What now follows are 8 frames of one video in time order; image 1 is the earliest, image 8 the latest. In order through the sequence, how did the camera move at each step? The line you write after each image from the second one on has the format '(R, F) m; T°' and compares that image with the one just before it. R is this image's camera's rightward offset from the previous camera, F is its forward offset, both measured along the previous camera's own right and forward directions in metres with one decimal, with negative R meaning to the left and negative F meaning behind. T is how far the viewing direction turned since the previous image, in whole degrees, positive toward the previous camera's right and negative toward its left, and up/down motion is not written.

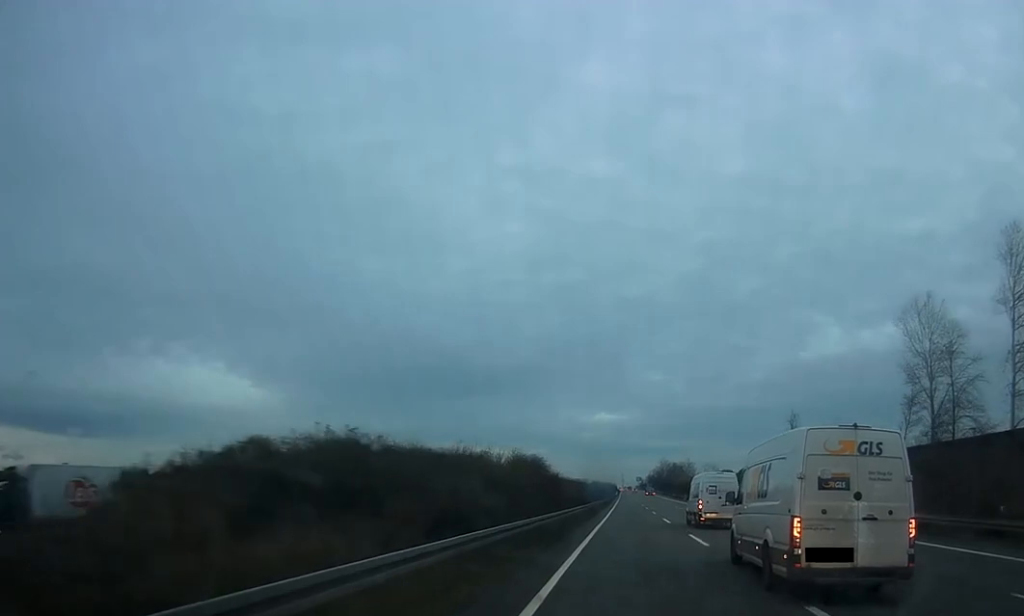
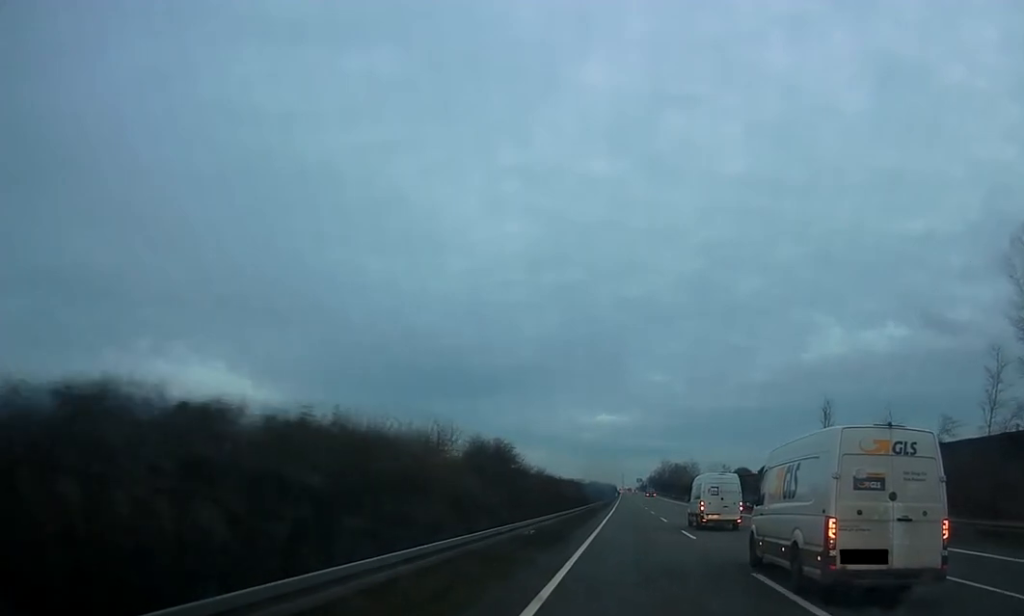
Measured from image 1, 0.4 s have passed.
(0.0, +13.6) m; 0°
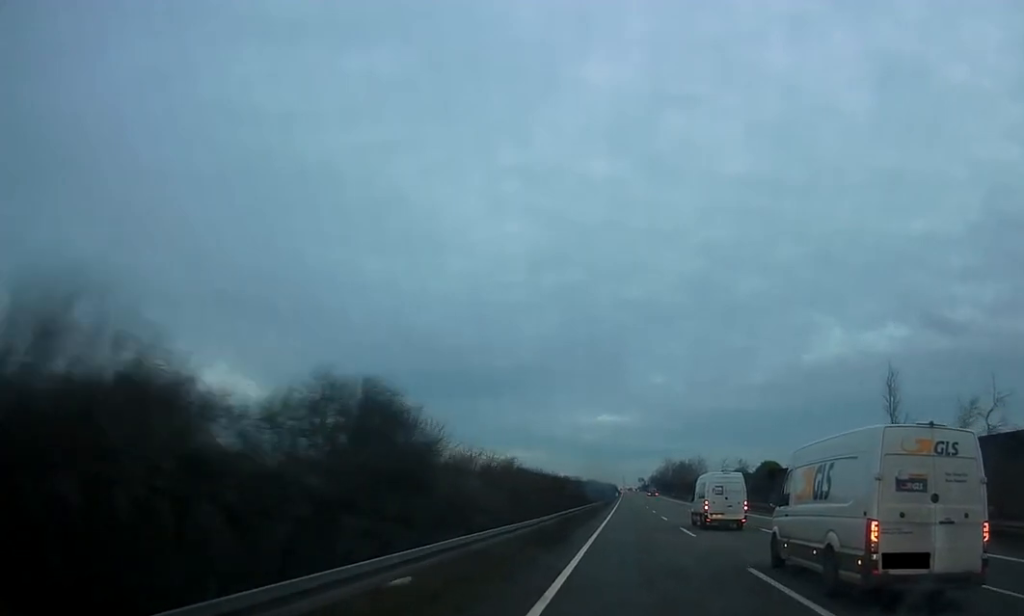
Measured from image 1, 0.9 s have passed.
(-0.3, +16.9) m; 0°
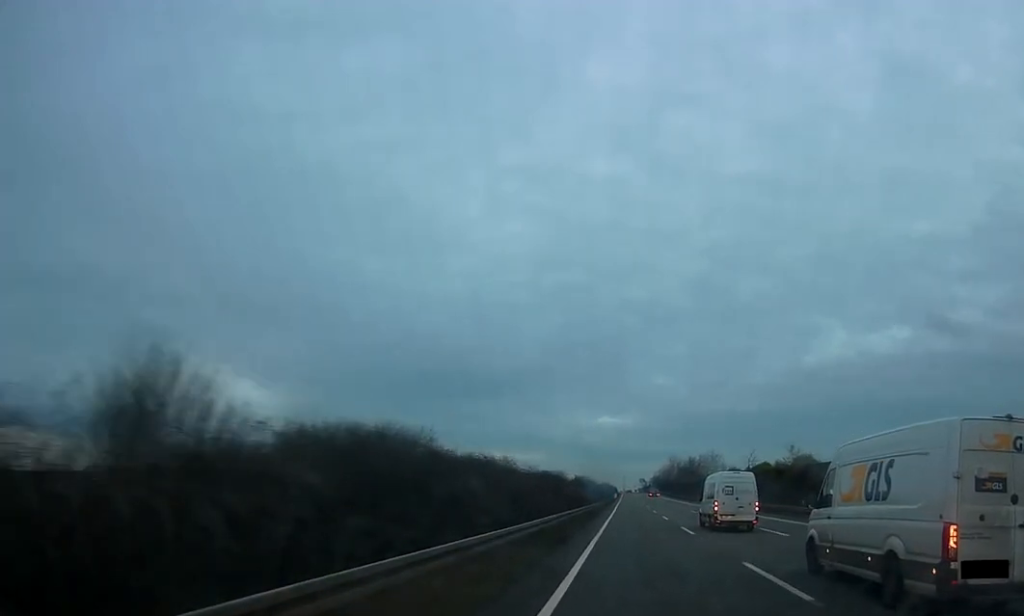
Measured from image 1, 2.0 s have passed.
(+0.1, +34.2) m; 0°
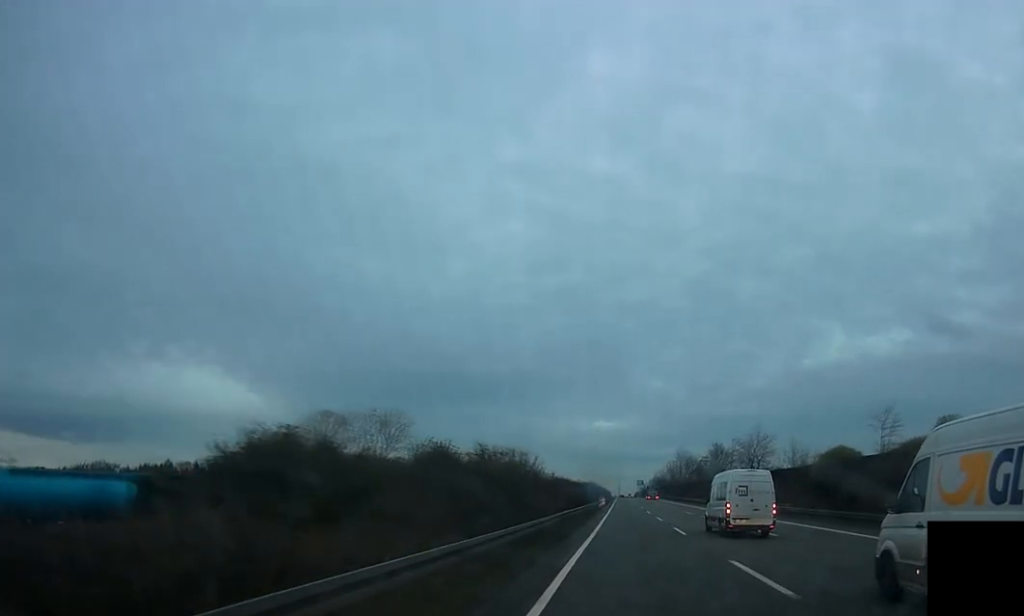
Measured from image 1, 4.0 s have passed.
(-0.2, +70.1) m; 0°
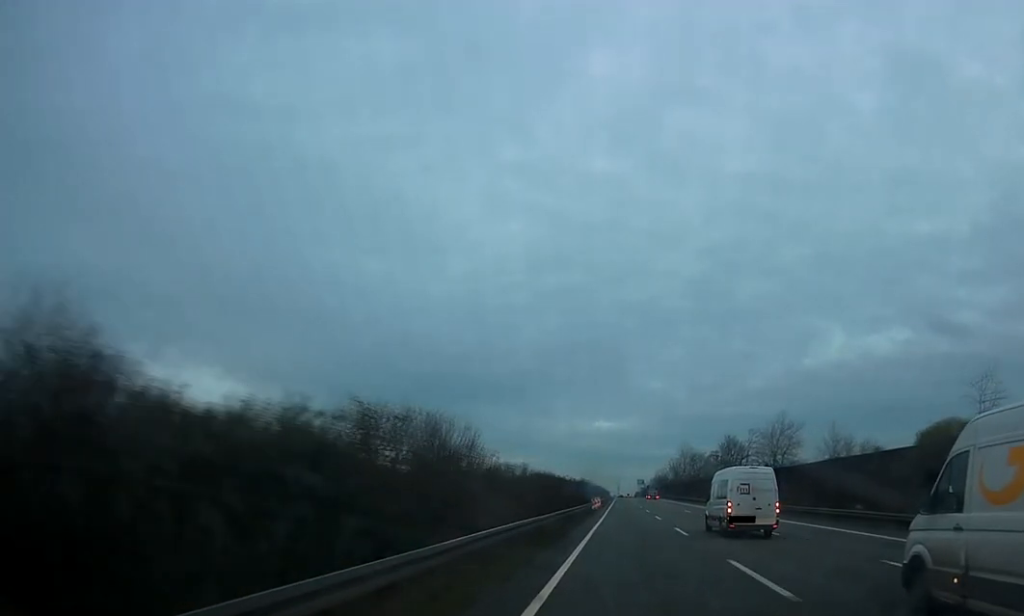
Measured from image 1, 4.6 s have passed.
(+0.1, +18.4) m; 0°
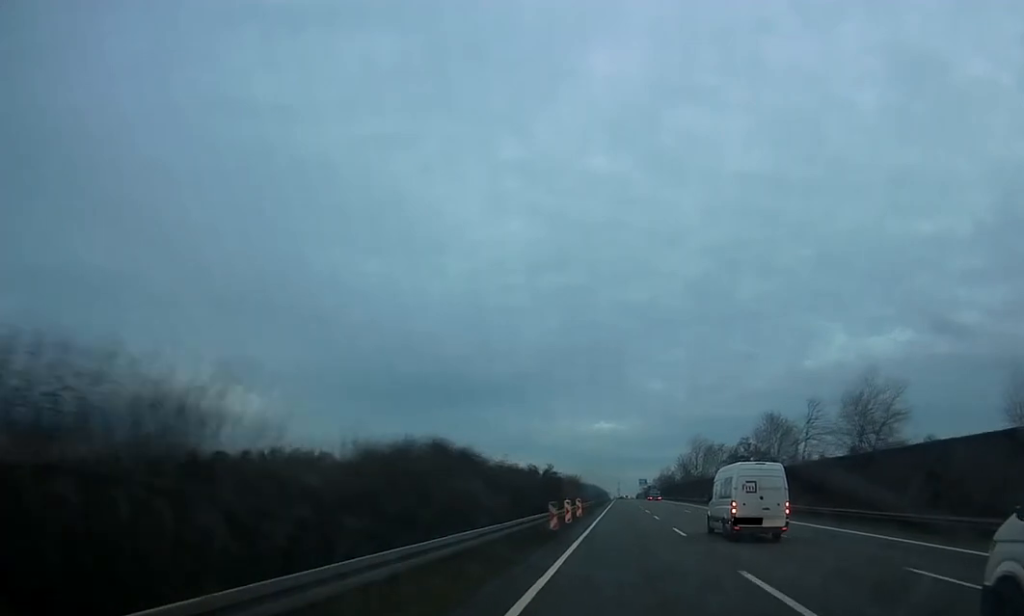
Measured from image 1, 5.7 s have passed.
(+0.2, +37.8) m; +1°
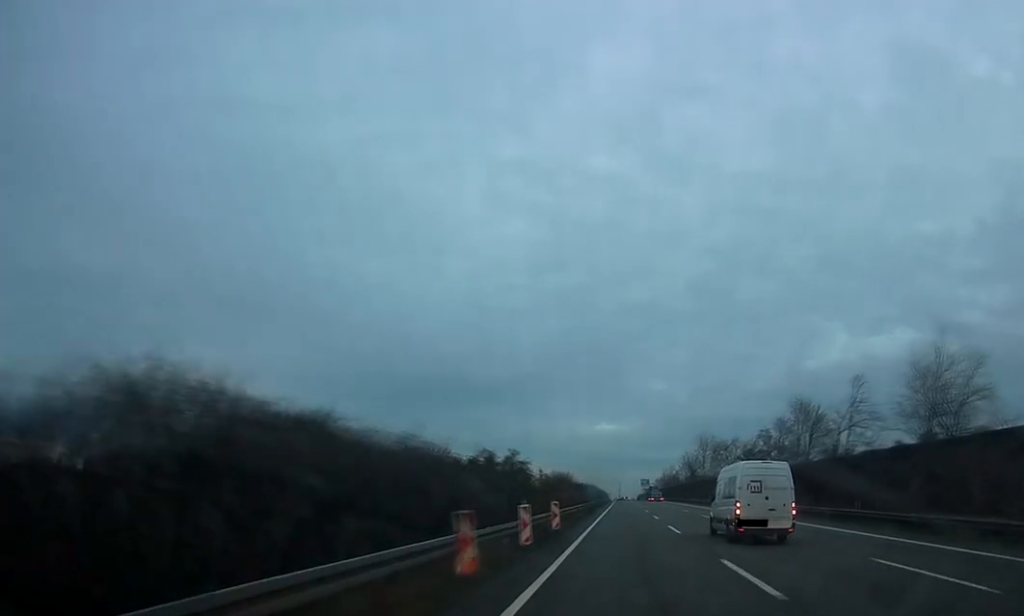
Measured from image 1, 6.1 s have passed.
(+0.3, +15.8) m; 0°
